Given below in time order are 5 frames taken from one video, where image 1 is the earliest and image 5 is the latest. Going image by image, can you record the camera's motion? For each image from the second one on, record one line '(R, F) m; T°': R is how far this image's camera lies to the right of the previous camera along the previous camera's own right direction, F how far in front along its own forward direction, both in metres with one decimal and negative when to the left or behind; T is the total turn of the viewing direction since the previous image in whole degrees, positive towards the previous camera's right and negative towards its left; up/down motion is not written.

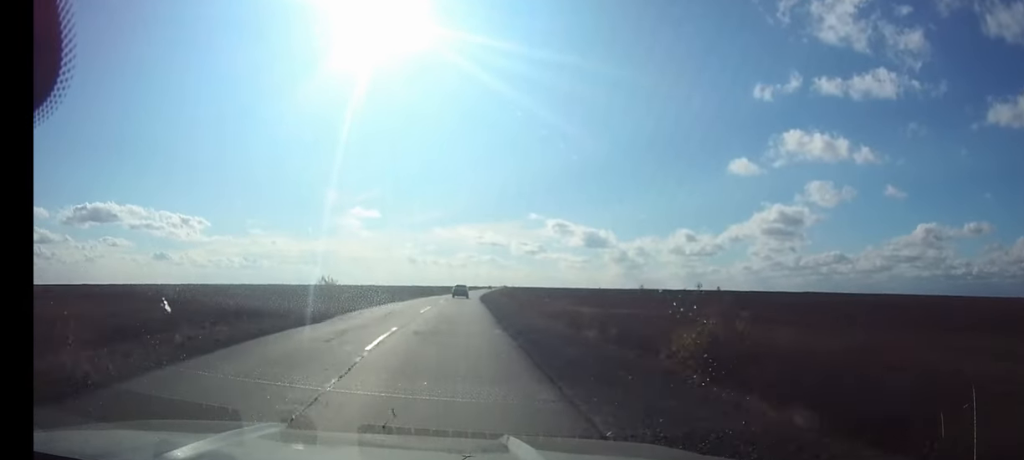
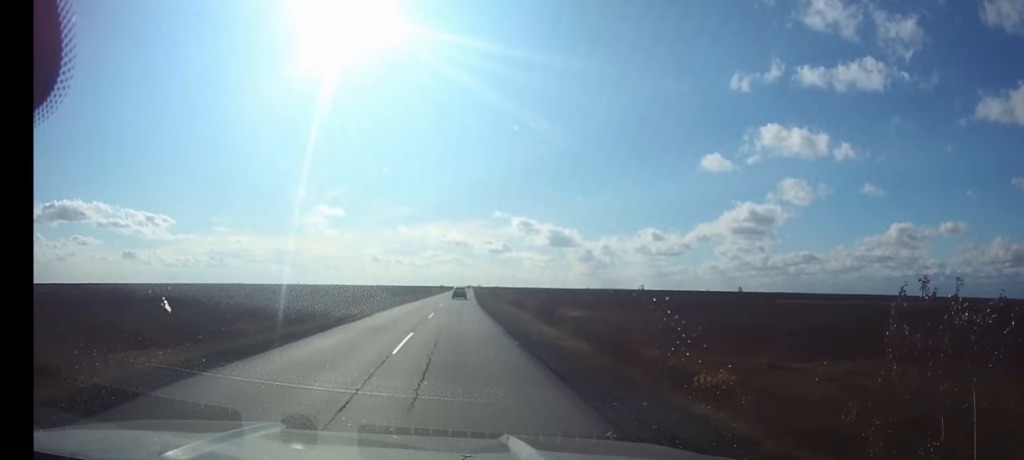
(+2.4, +88.7) m; +3°
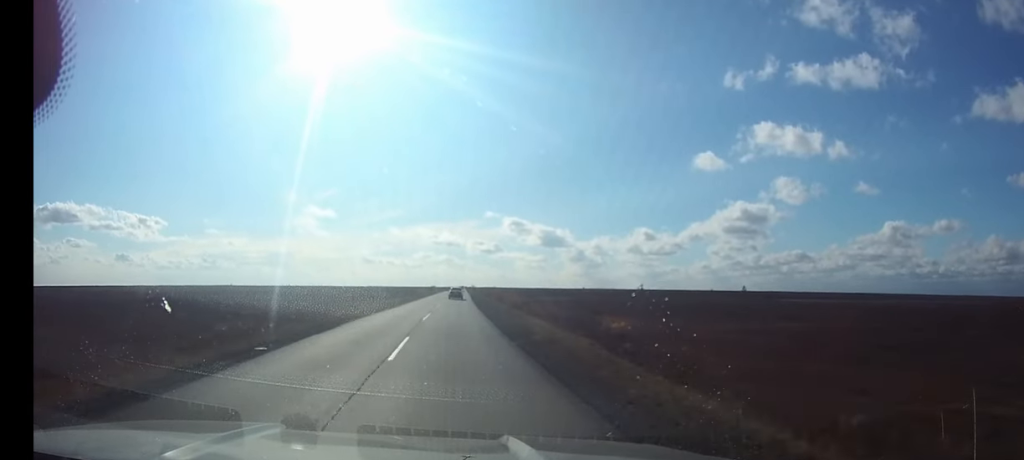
(0.0, +15.3) m; +1°
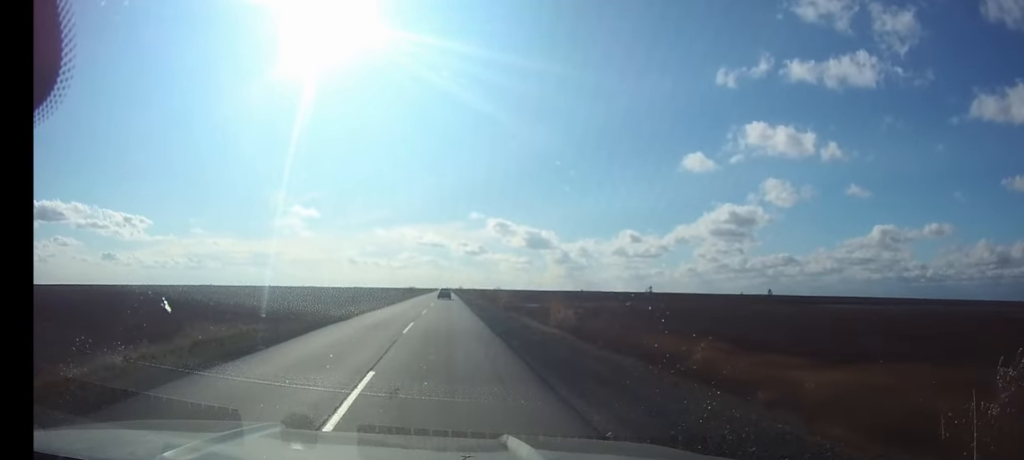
(+0.7, +50.3) m; +1°
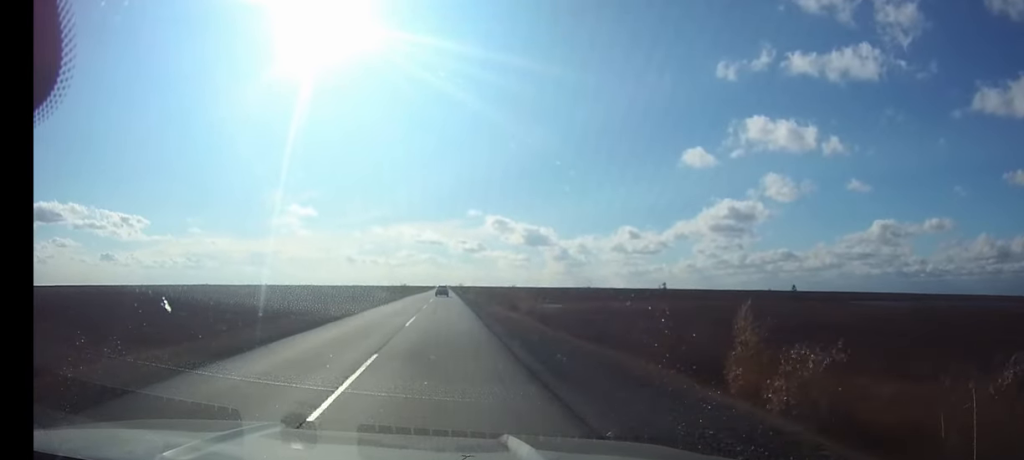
(0.0, +26.9) m; 0°
